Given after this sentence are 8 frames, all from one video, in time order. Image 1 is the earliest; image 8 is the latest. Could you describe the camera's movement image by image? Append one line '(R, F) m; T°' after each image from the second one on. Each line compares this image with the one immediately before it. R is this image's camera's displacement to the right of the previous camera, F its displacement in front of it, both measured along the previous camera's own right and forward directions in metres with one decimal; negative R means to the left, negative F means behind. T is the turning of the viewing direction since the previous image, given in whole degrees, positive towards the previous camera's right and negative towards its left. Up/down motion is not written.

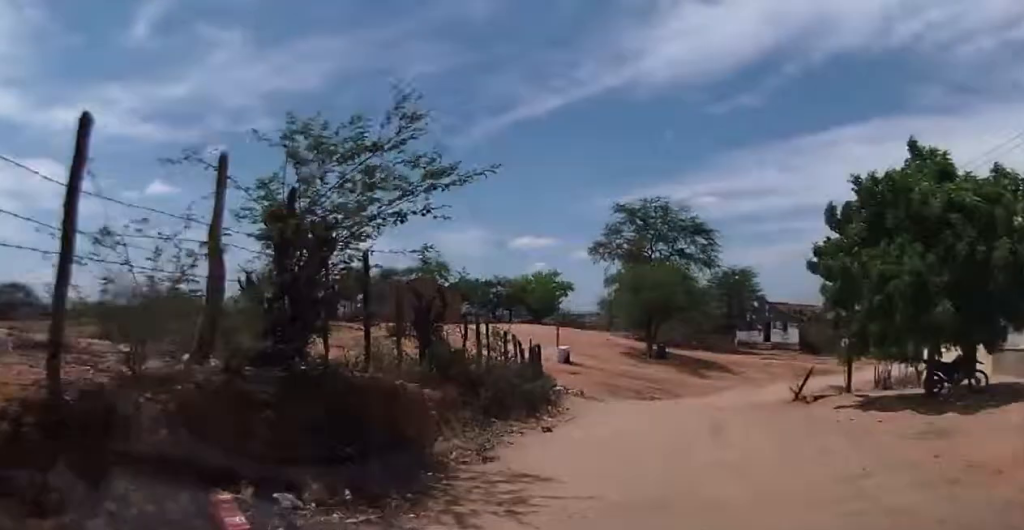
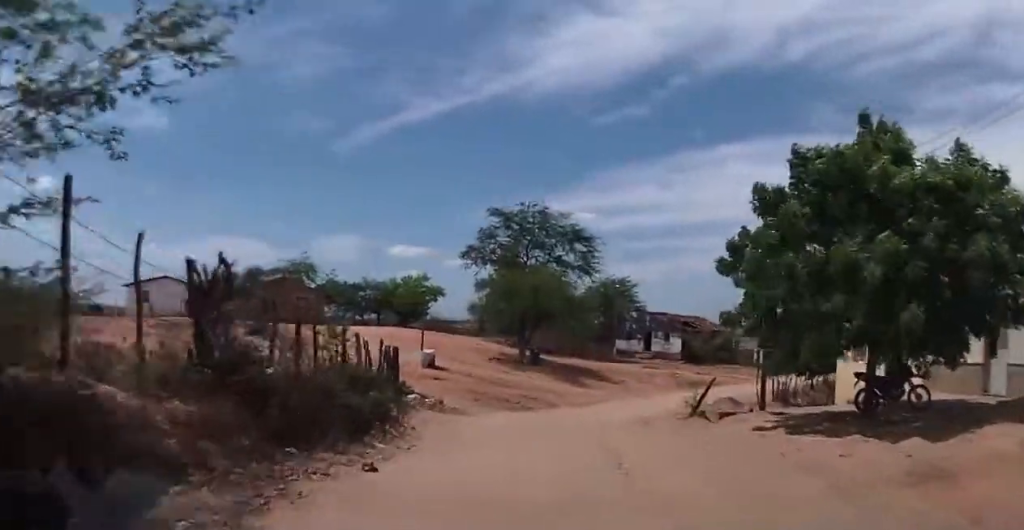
(0.0, +3.2) m; +8°
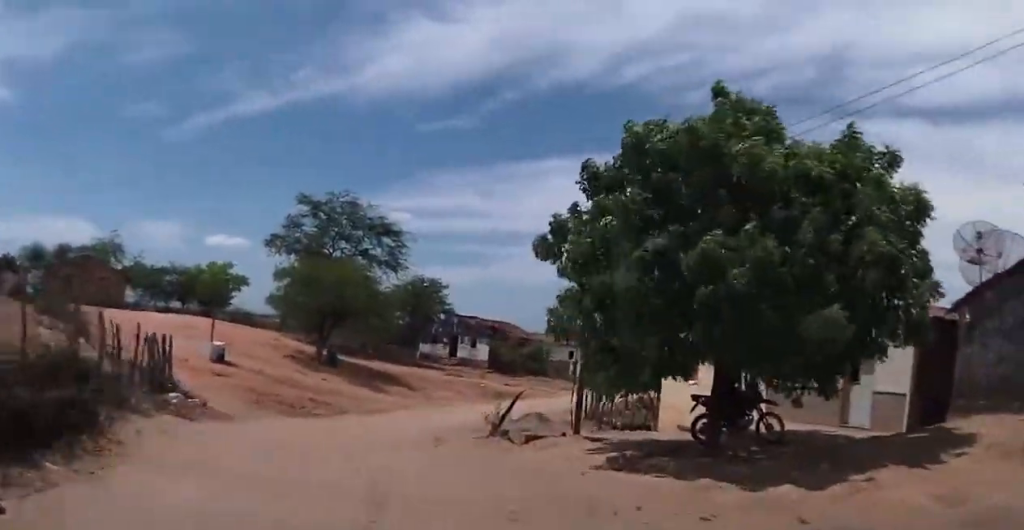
(+0.4, +2.6) m; +15°
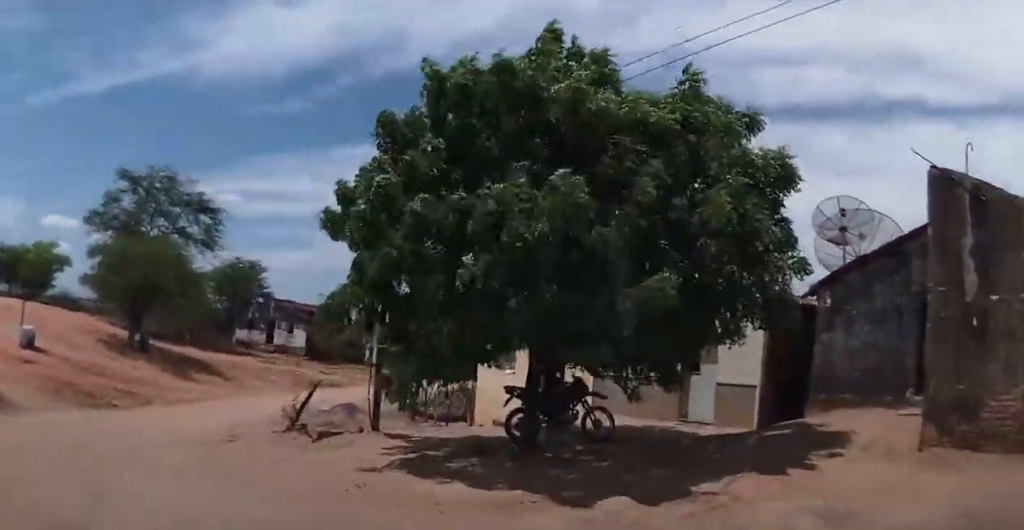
(+0.2, +2.1) m; +15°
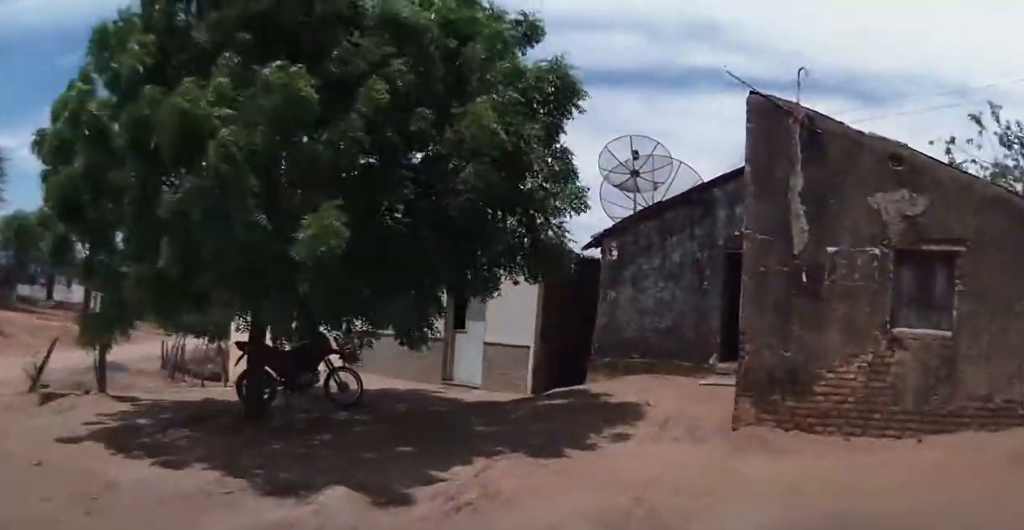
(+0.6, +2.1) m; +18°
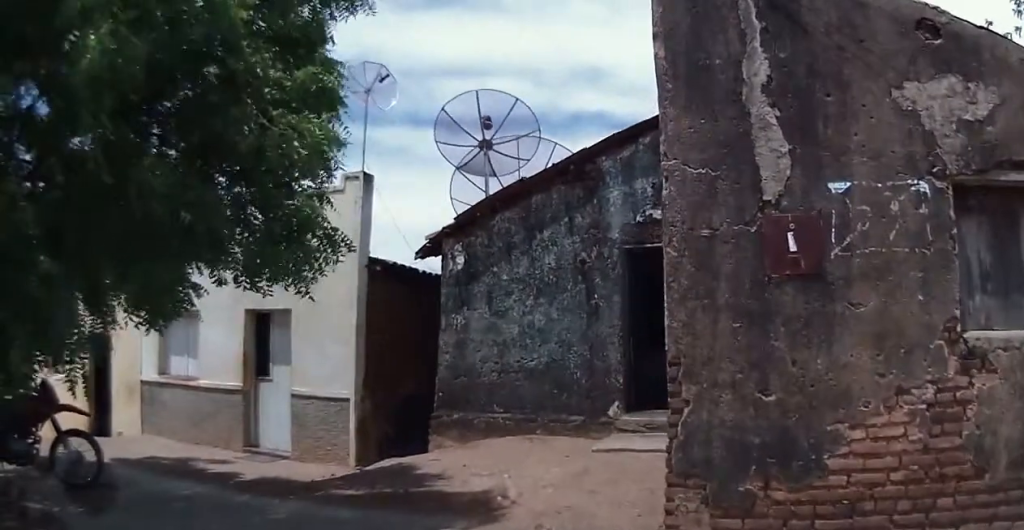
(+1.0, +3.9) m; +18°
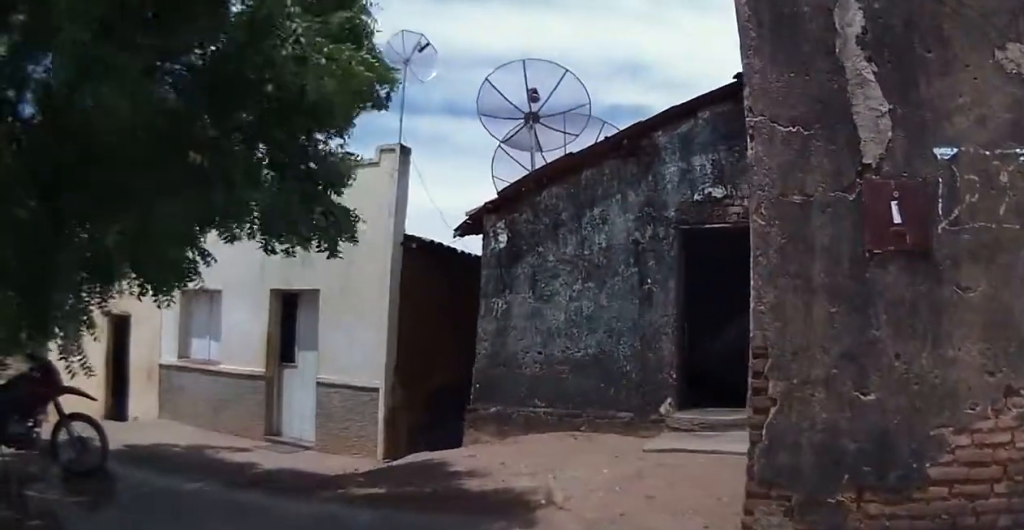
(-0.2, +0.6) m; 0°
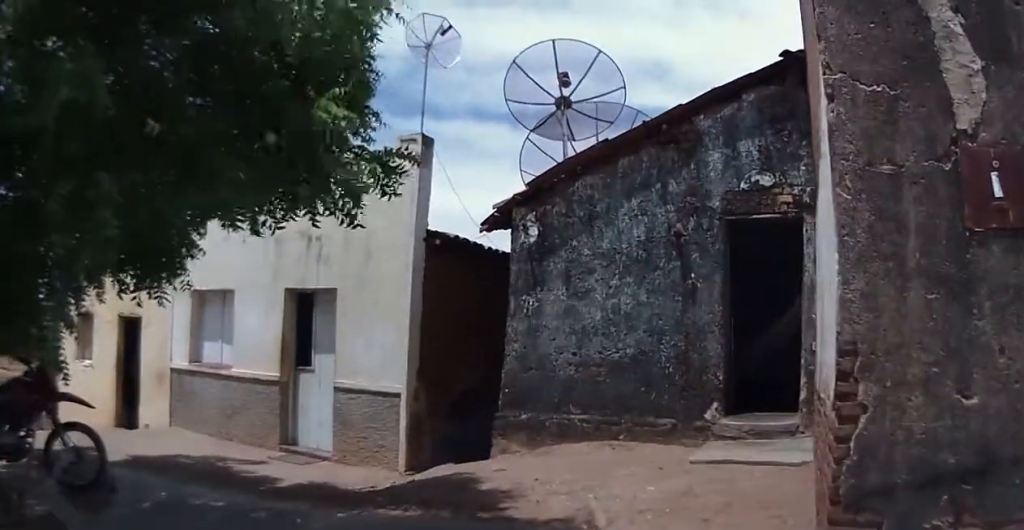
(-0.1, +0.4) m; 0°
